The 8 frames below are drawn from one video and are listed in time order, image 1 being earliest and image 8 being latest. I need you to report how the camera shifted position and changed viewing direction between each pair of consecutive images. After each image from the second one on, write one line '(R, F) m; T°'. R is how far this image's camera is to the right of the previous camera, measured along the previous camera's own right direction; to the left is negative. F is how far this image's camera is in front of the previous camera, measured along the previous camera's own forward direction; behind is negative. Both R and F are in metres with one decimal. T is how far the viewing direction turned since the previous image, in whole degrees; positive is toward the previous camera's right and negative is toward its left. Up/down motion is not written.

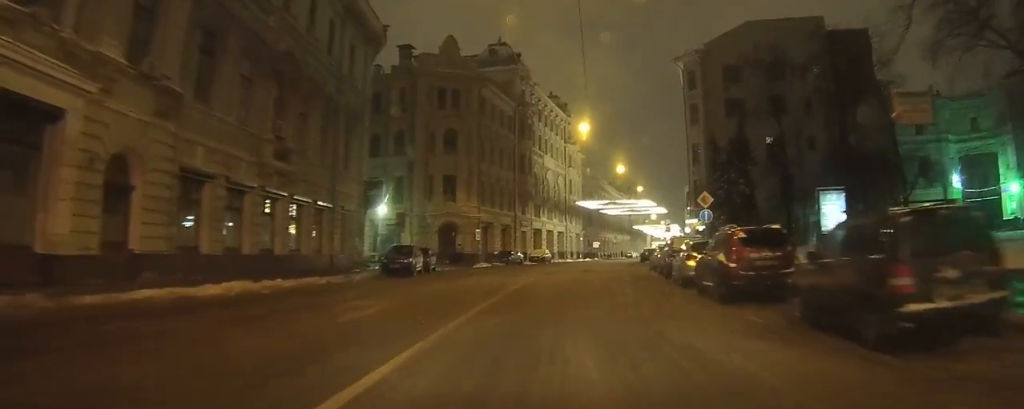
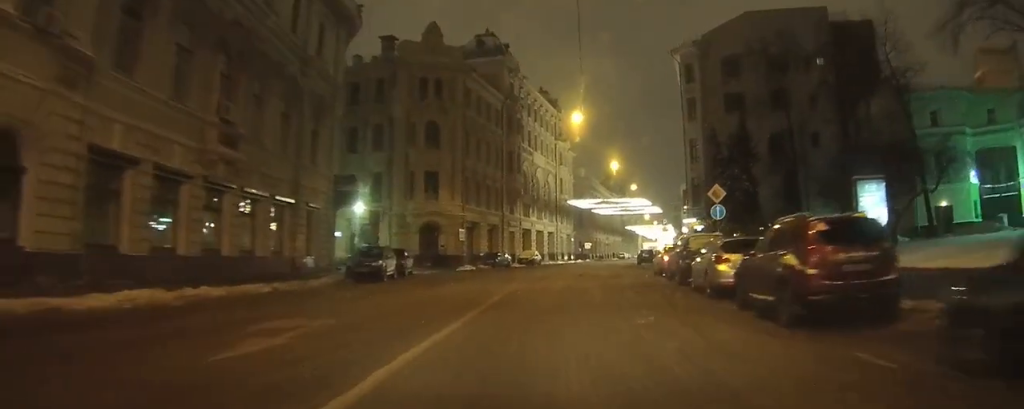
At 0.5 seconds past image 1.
(0.0, +4.7) m; -1°
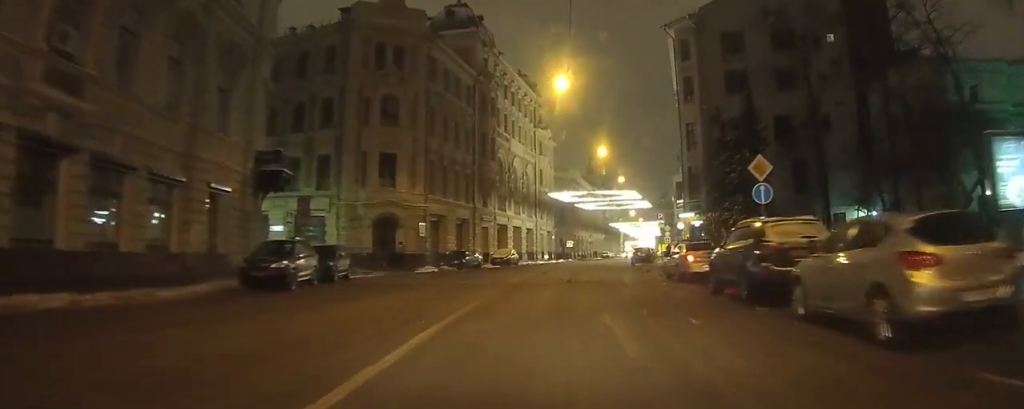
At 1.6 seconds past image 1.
(-0.1, +9.3) m; 0°
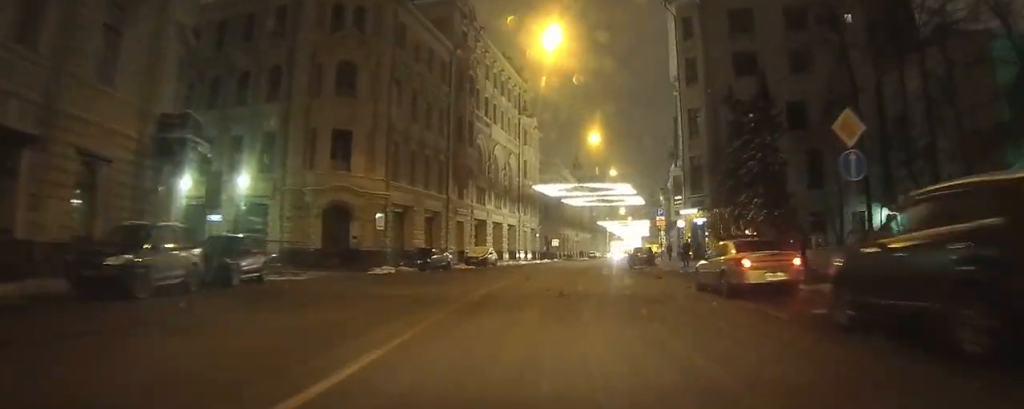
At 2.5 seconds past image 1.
(+0.1, +7.8) m; +2°
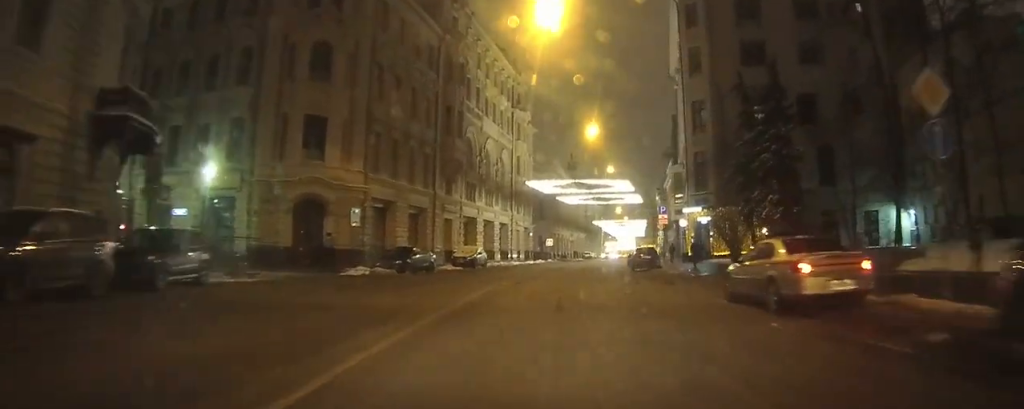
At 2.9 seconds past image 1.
(+0.1, +3.8) m; +1°
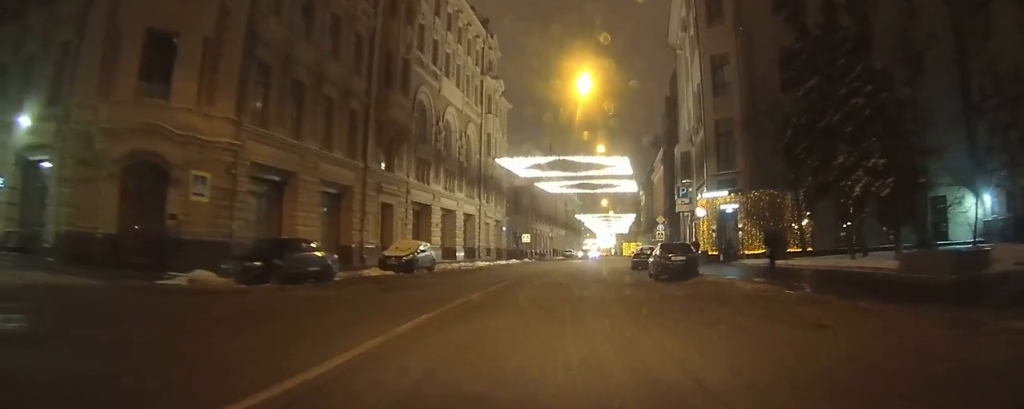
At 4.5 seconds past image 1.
(+0.2, +14.2) m; +2°
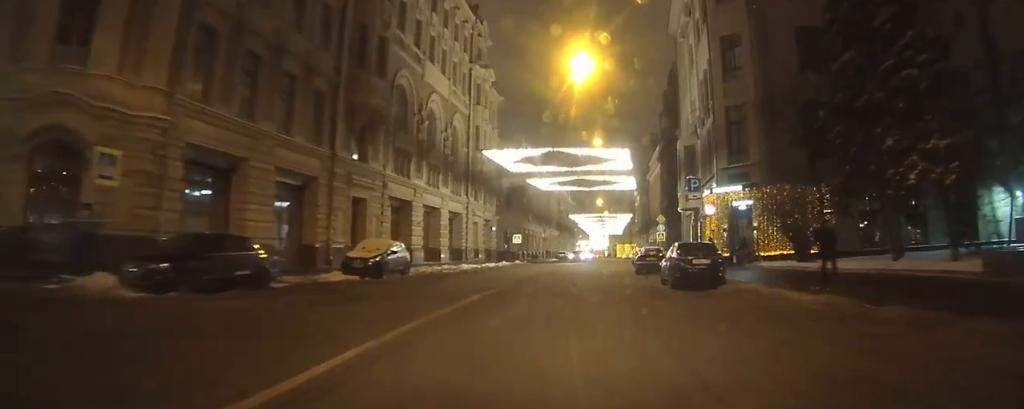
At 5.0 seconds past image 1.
(0.0, +4.5) m; +1°
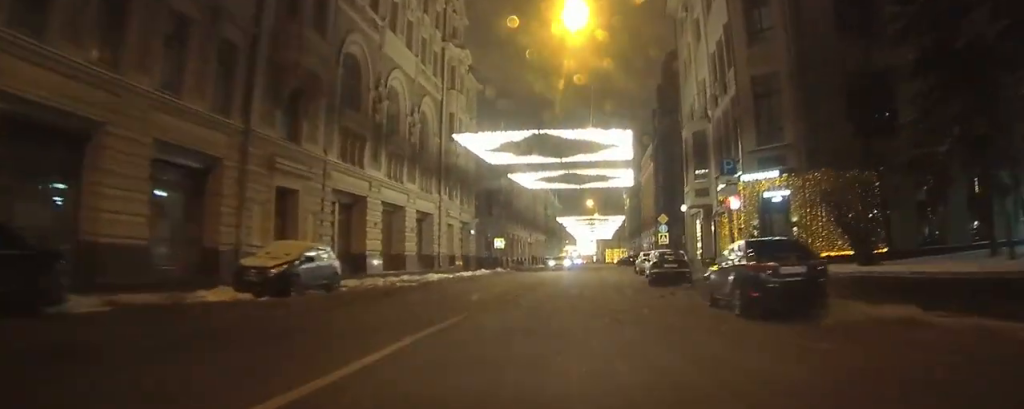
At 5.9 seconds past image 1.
(+0.1, +8.0) m; +2°
